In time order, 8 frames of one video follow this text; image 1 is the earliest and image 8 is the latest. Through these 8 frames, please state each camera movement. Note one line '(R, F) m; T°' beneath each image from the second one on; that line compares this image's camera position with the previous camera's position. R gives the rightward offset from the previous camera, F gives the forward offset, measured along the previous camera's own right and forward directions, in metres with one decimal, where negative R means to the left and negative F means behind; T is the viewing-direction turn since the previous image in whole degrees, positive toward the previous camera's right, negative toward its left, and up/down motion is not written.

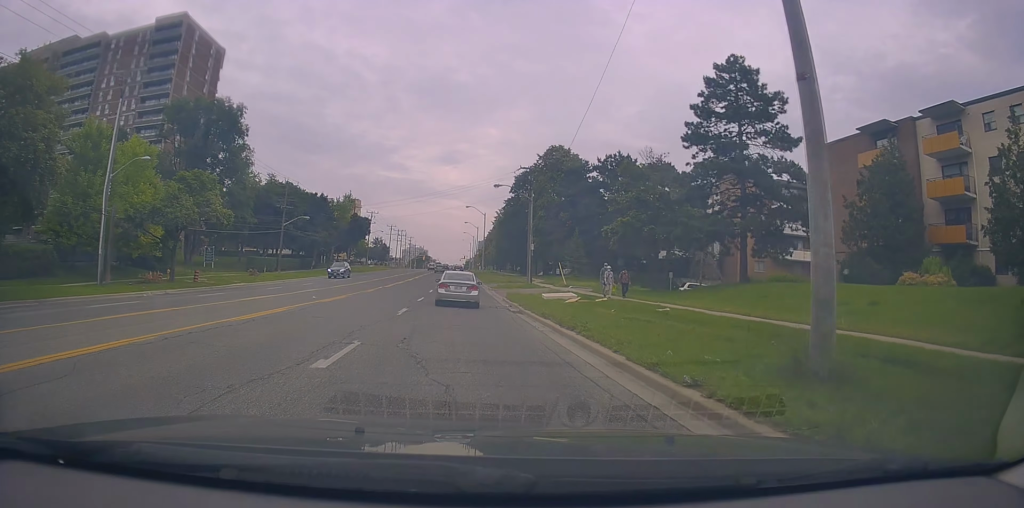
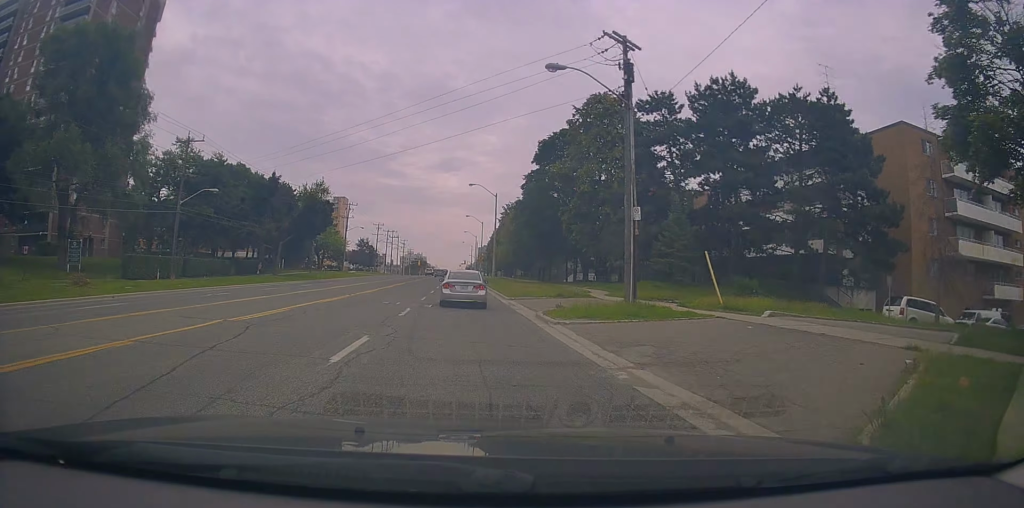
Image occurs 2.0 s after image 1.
(+0.4, +27.8) m; 0°
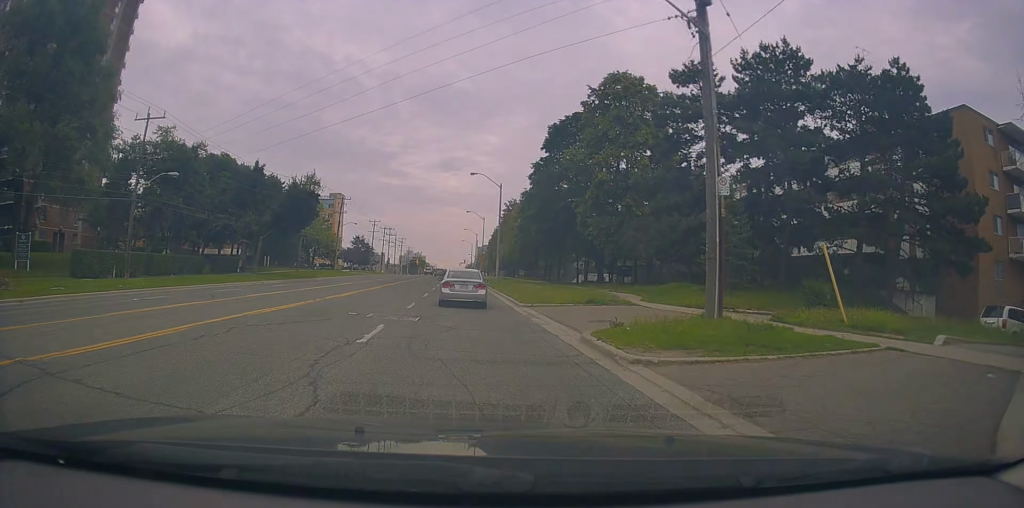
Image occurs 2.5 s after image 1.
(+0.3, +6.9) m; -1°
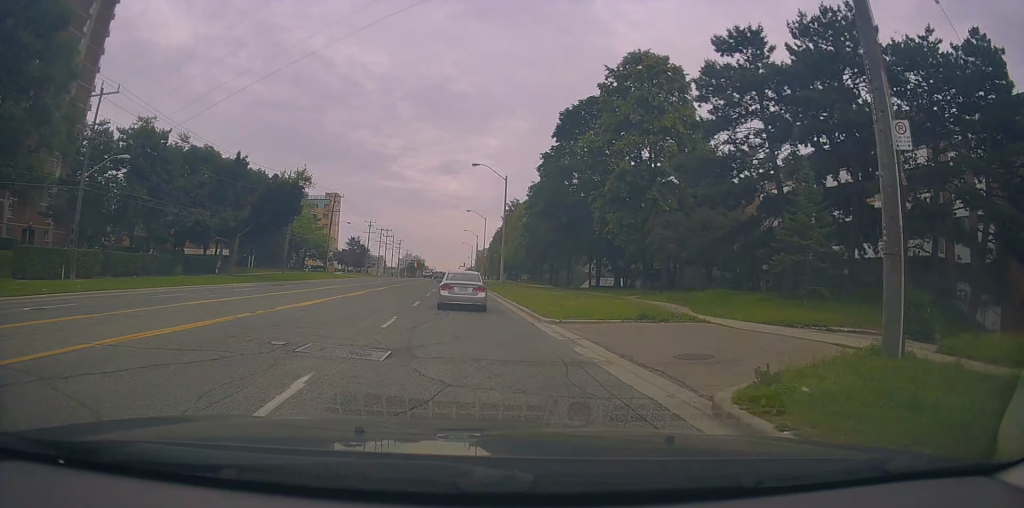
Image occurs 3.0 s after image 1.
(0.0, +6.2) m; -1°
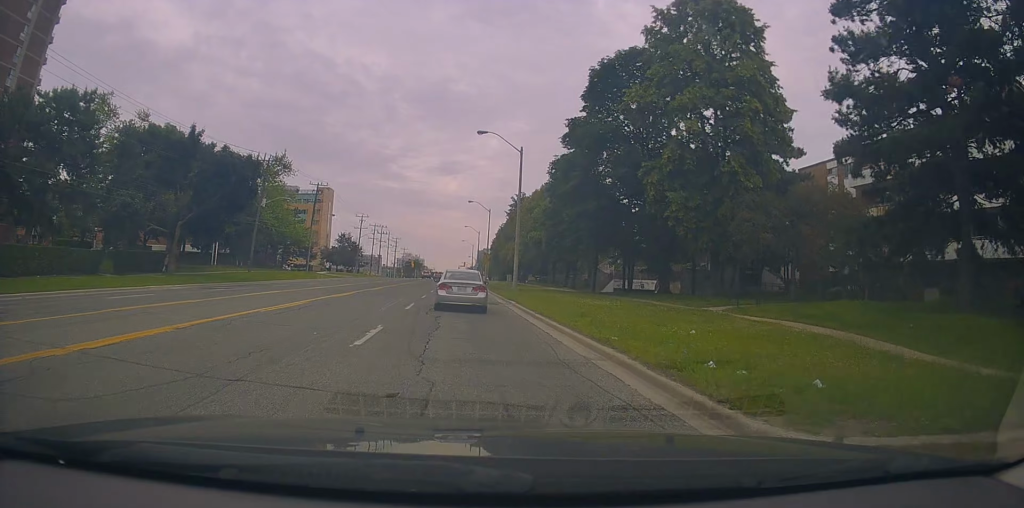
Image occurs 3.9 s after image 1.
(-0.8, +12.2) m; 0°
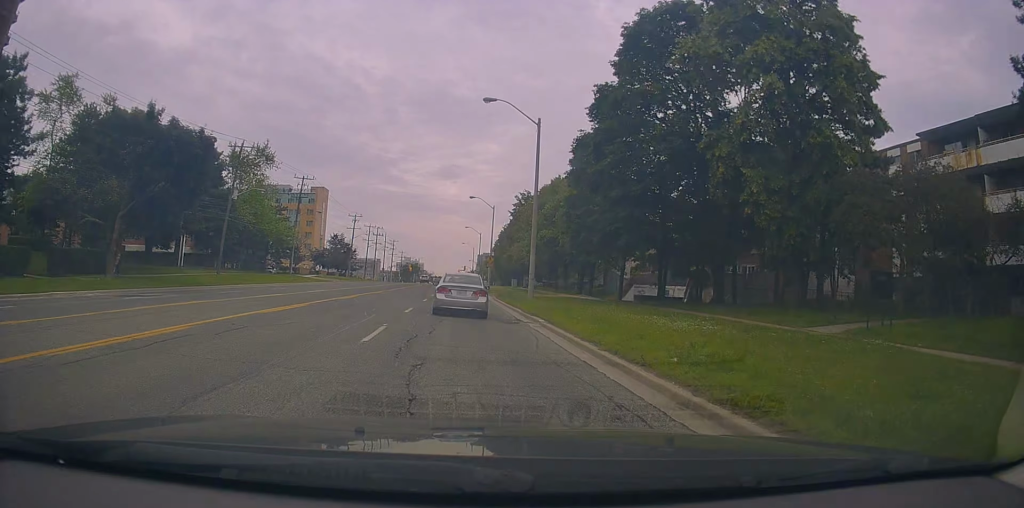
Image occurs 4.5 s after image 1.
(+0.5, +8.3) m; +3°
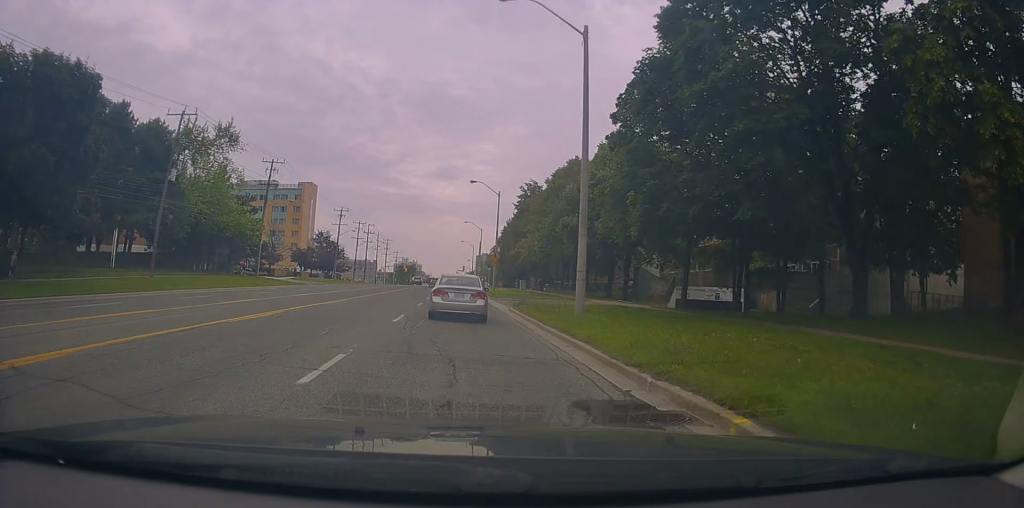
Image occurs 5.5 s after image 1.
(+0.3, +12.6) m; 0°
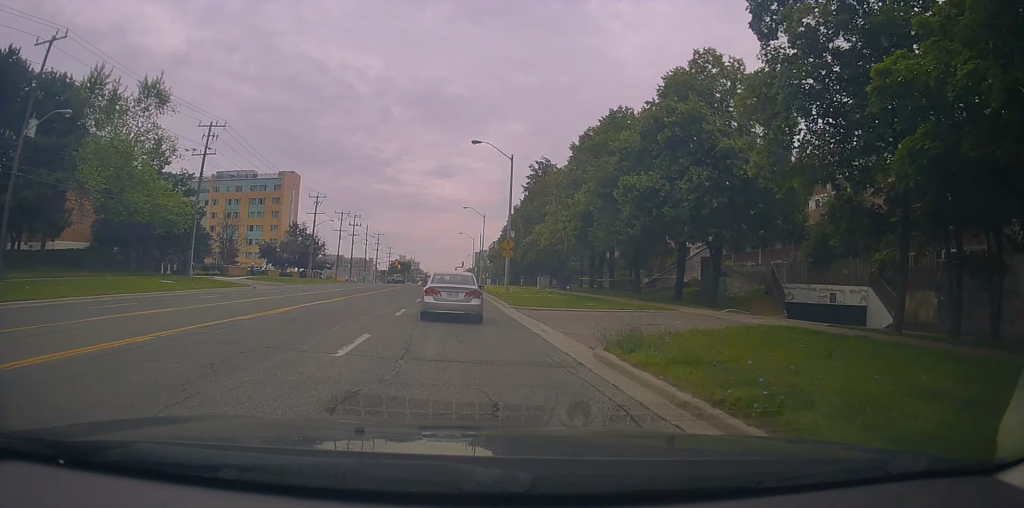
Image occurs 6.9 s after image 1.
(-0.6, +17.1) m; -2°
